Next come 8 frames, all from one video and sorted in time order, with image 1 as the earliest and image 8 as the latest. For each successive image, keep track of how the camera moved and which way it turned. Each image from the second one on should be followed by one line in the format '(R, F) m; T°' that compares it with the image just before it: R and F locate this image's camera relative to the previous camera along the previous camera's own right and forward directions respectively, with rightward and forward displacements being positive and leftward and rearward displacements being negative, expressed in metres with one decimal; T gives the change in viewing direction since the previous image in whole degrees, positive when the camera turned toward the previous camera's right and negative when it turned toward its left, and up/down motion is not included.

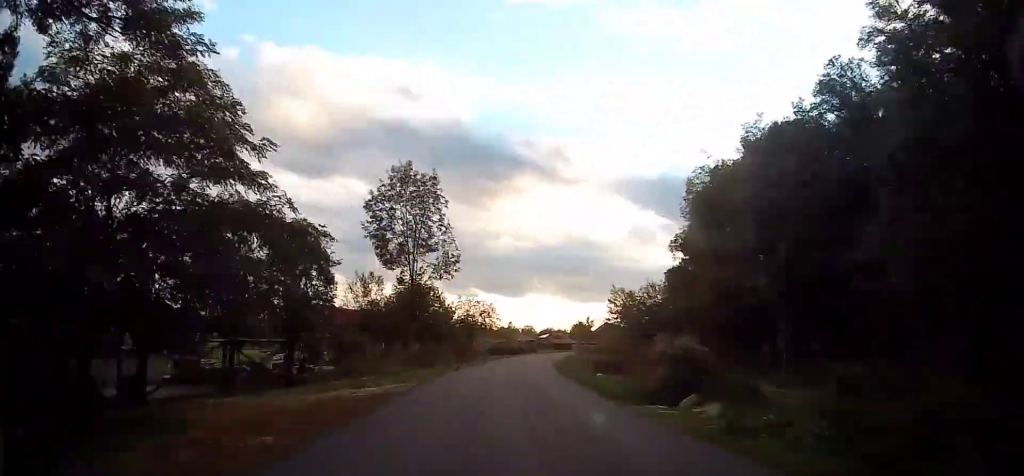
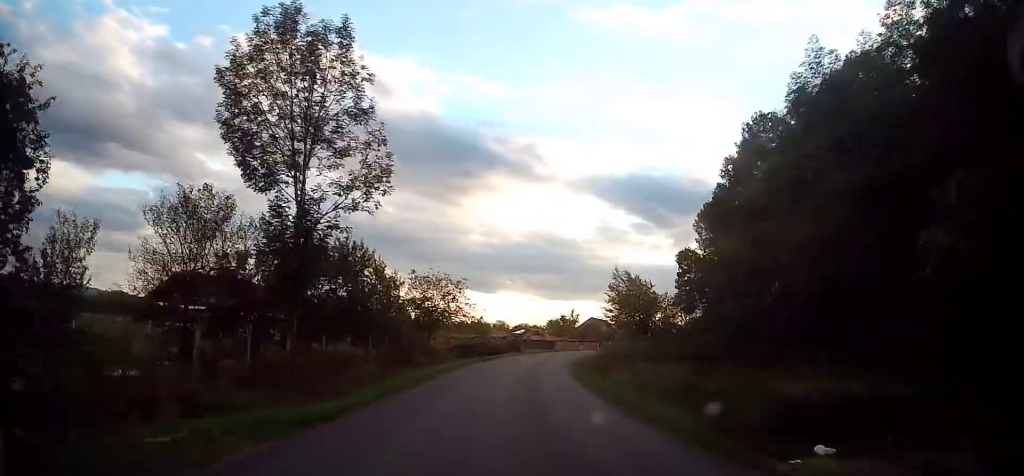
(0.0, +17.7) m; +2°
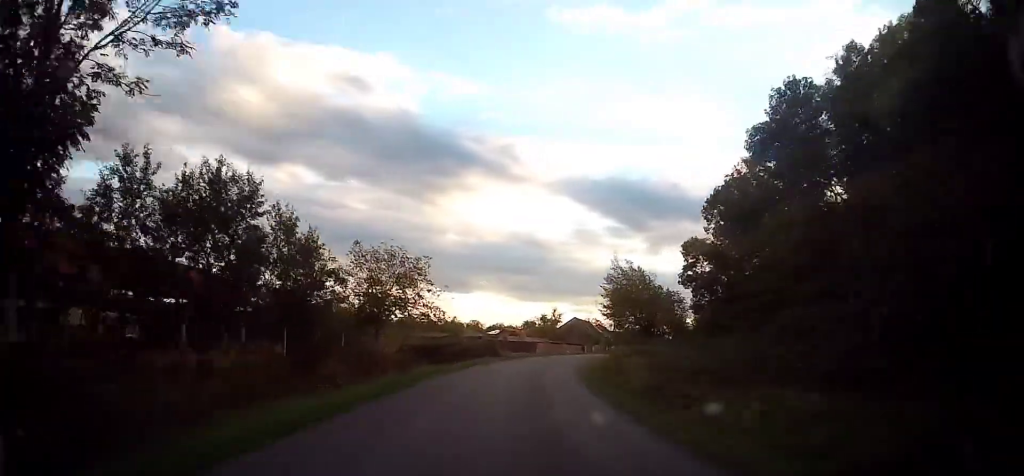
(+0.1, +11.1) m; +3°
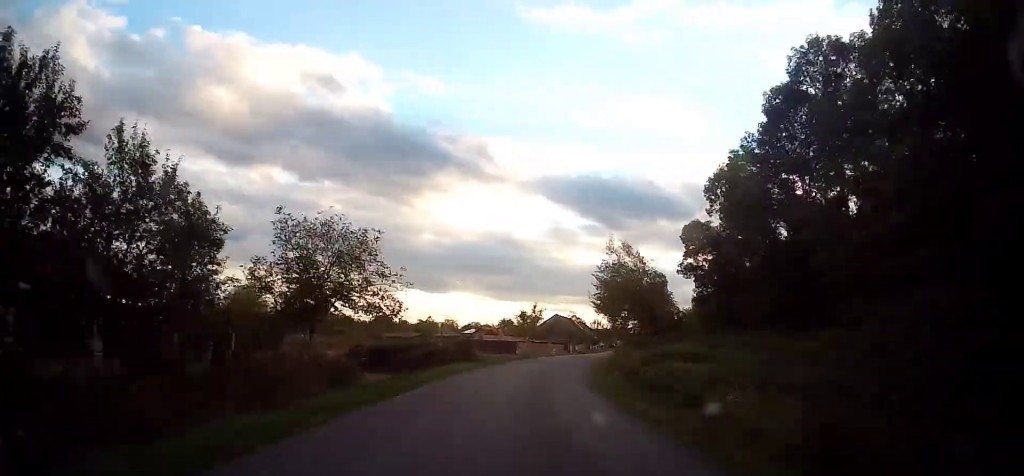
(+0.3, +8.0) m; +2°
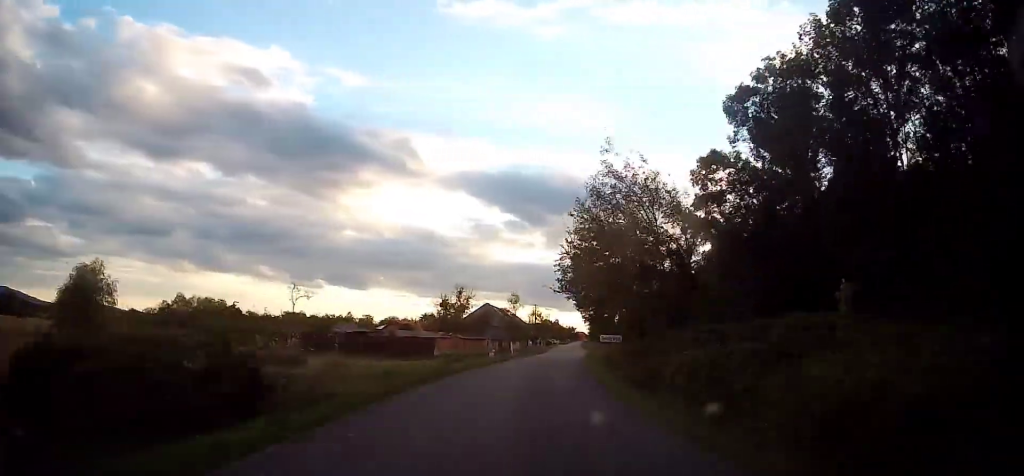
(+0.8, +21.3) m; +7°
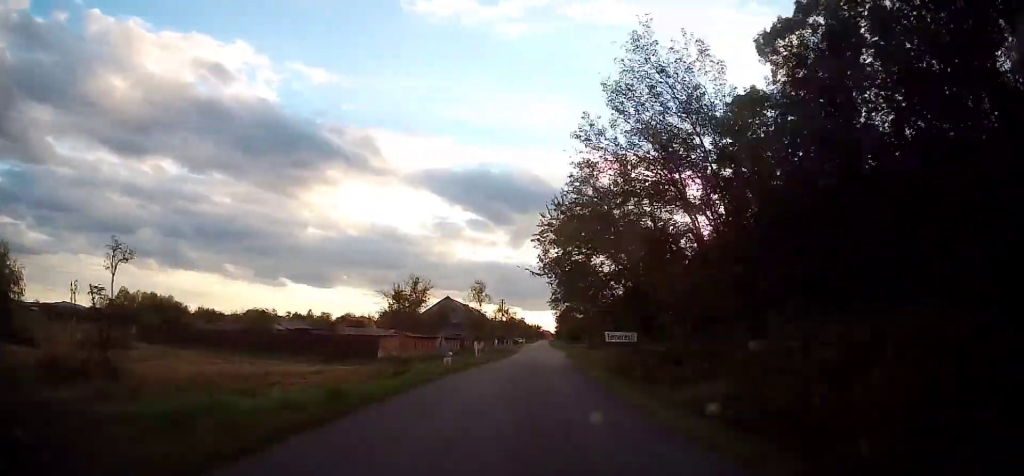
(+0.8, +10.0) m; +3°
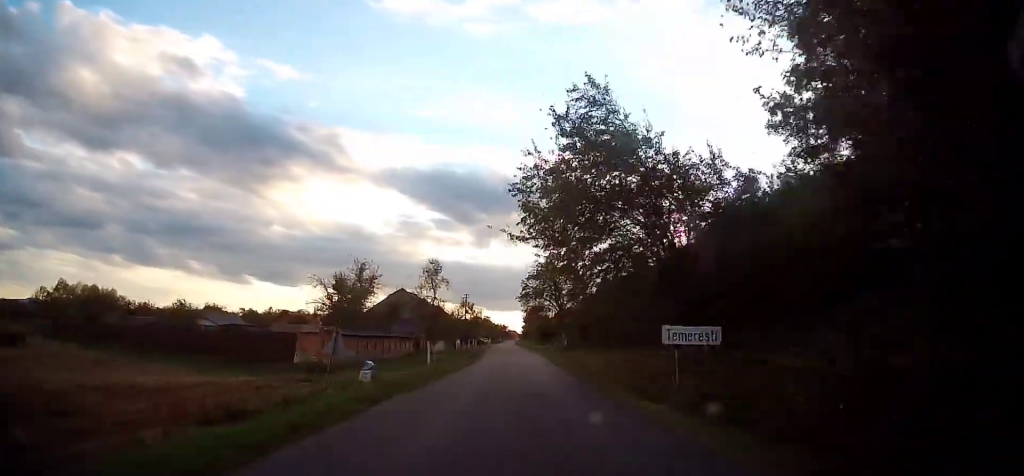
(+0.5, +11.2) m; +3°
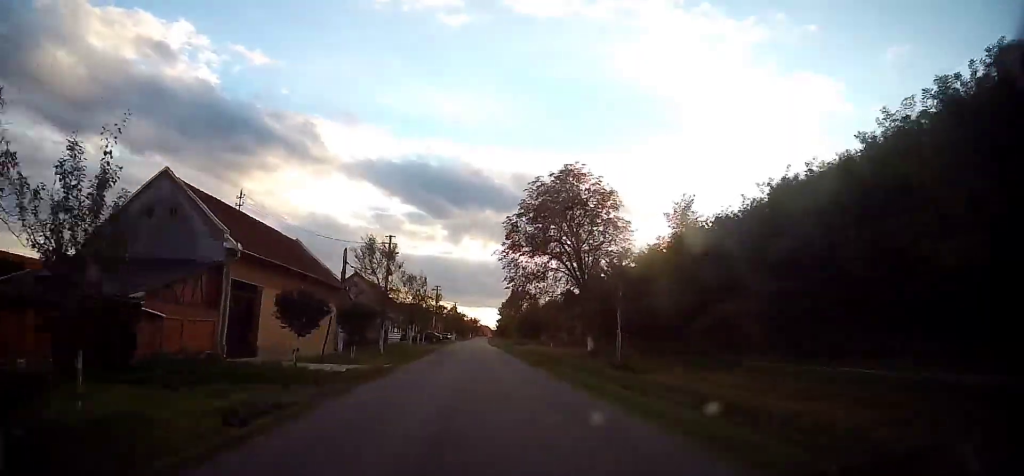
(+3.0, +42.0) m; +5°
